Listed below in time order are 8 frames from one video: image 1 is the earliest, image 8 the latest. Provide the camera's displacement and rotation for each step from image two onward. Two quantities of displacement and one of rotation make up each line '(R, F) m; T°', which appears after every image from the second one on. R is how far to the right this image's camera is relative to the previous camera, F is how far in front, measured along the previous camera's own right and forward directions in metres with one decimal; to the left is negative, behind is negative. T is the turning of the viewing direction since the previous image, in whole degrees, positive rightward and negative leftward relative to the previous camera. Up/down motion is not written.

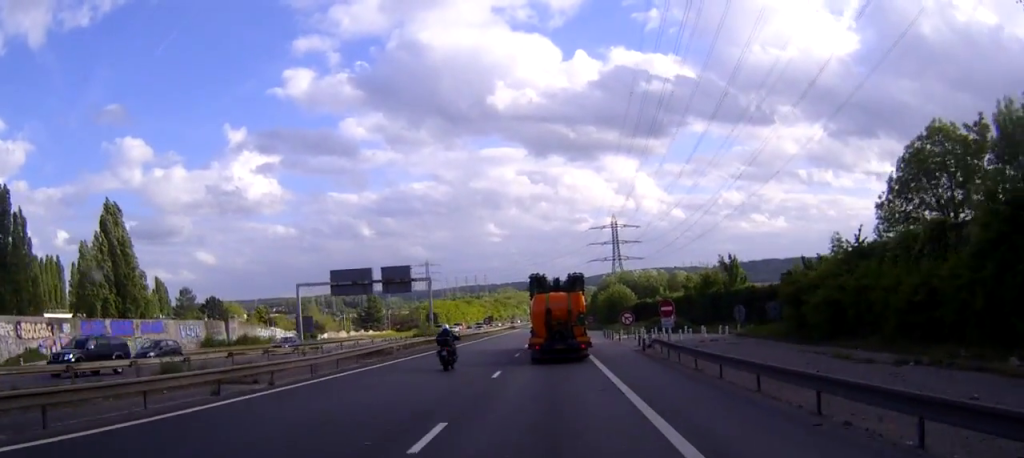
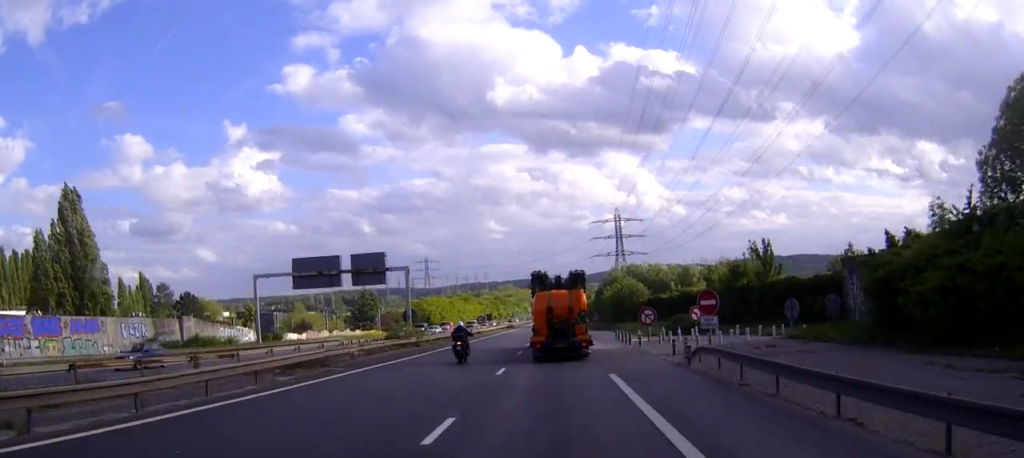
(+0.1, +12.6) m; 0°
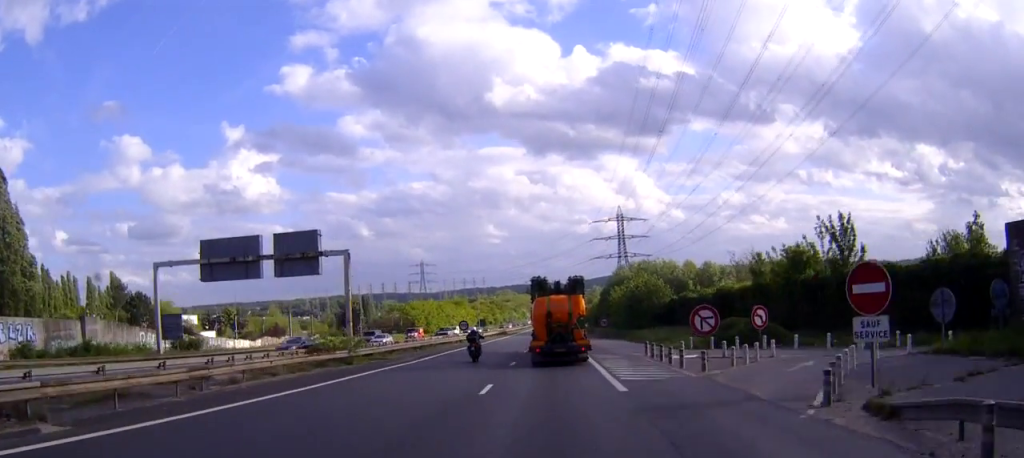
(-0.1, +19.0) m; 0°
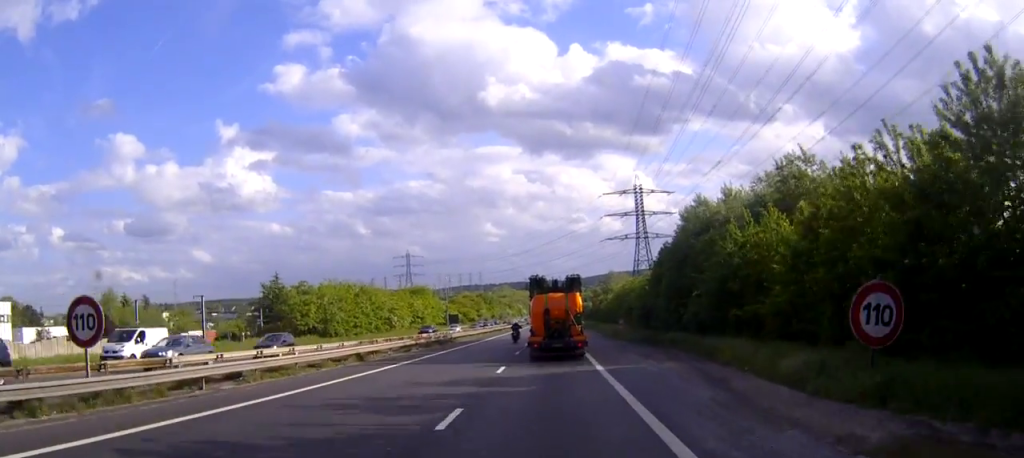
(-0.3, +75.4) m; 0°
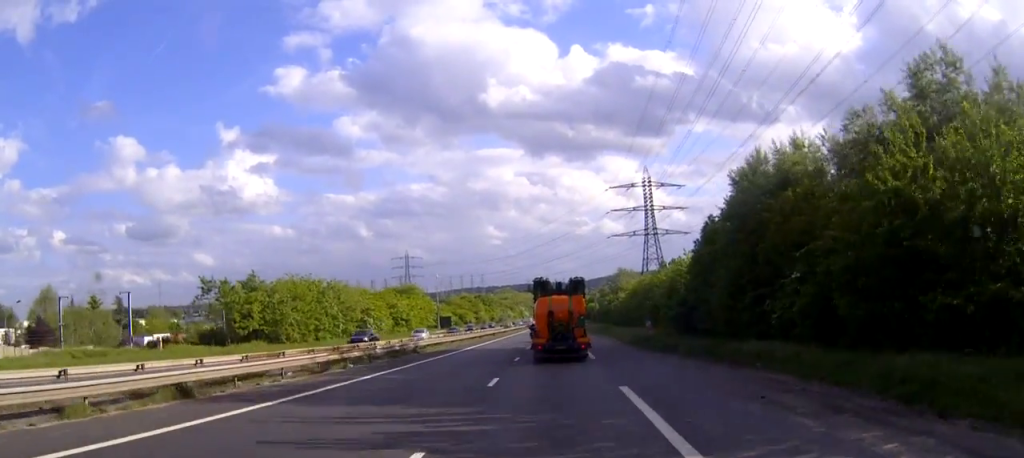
(0.0, +18.5) m; 0°
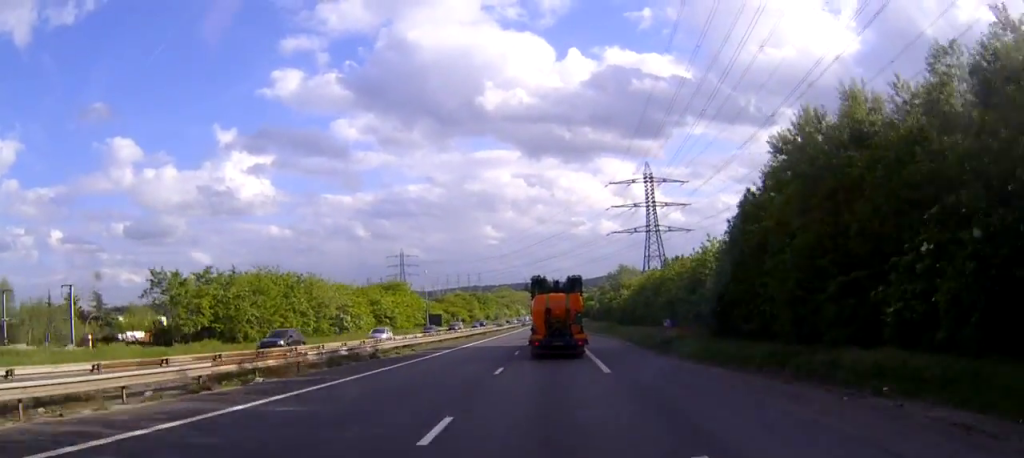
(0.0, +10.5) m; 0°
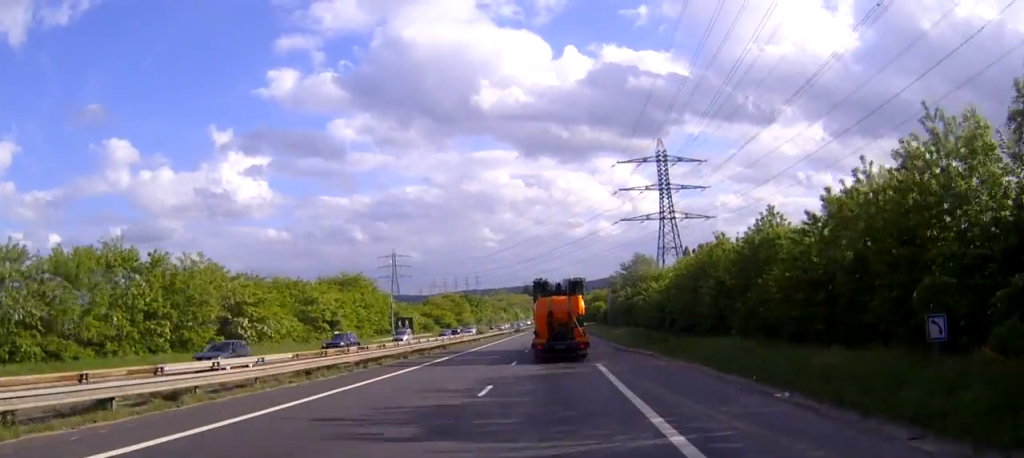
(+0.2, +33.2) m; 0°
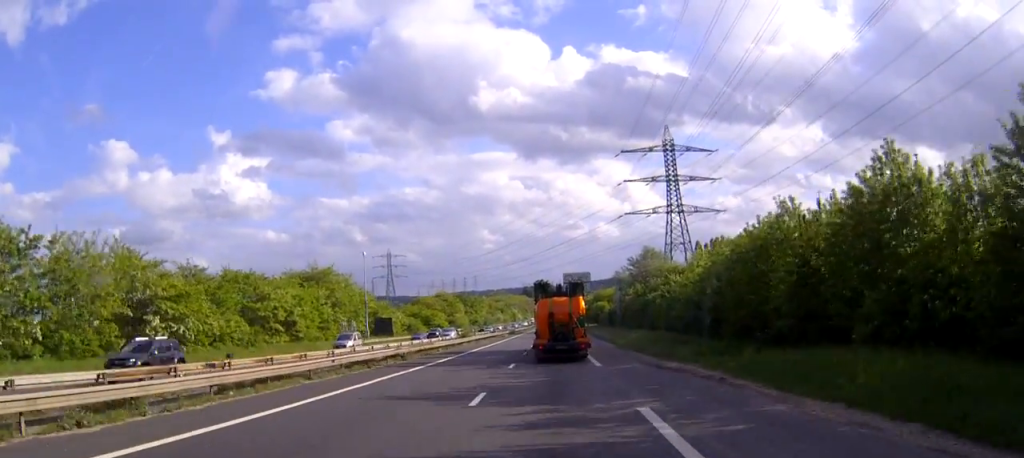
(0.0, +15.5) m; 0°
